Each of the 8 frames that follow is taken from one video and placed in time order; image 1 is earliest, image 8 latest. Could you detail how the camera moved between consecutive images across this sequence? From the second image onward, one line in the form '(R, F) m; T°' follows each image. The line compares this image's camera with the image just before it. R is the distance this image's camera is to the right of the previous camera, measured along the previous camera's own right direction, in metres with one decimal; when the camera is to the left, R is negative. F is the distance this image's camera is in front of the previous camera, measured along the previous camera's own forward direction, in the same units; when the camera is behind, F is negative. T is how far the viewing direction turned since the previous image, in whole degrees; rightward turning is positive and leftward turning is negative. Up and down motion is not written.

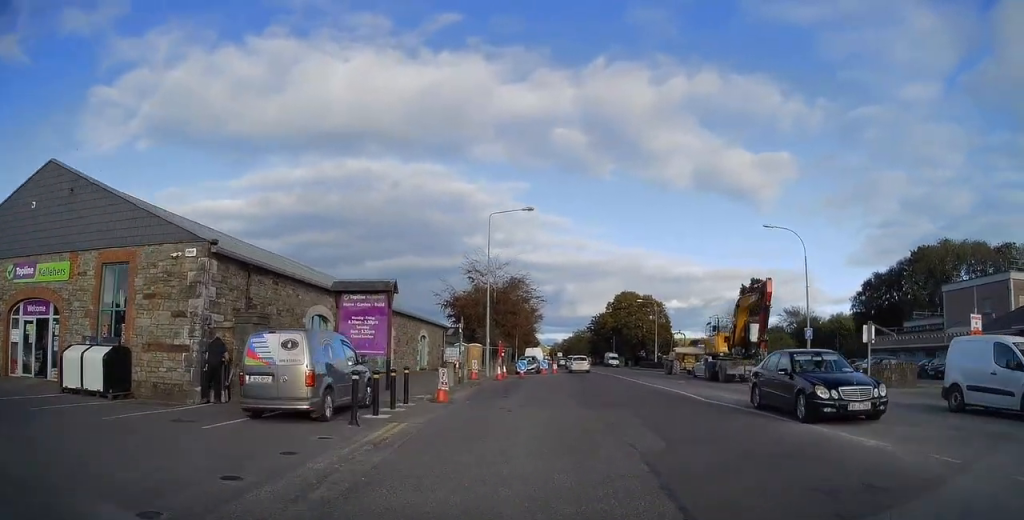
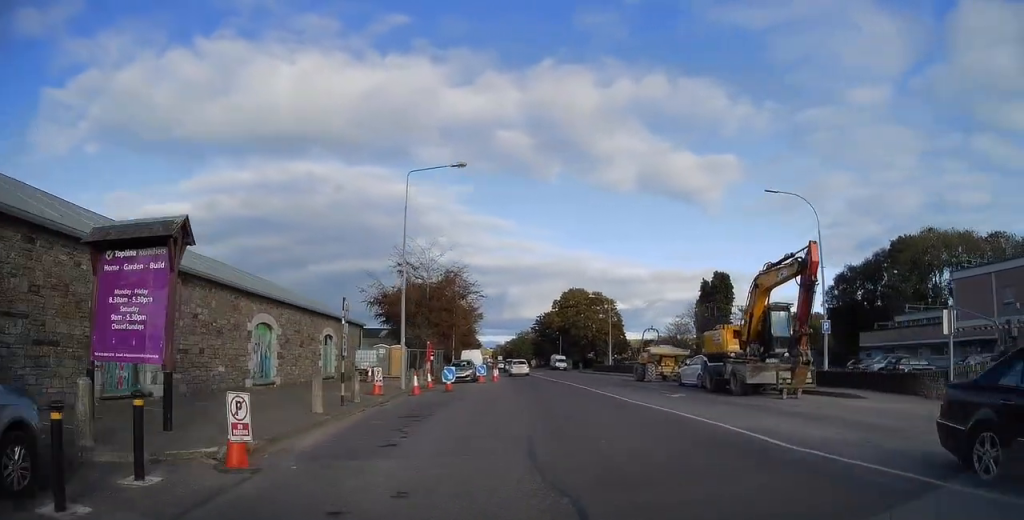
(-0.2, +5.2) m; -2°
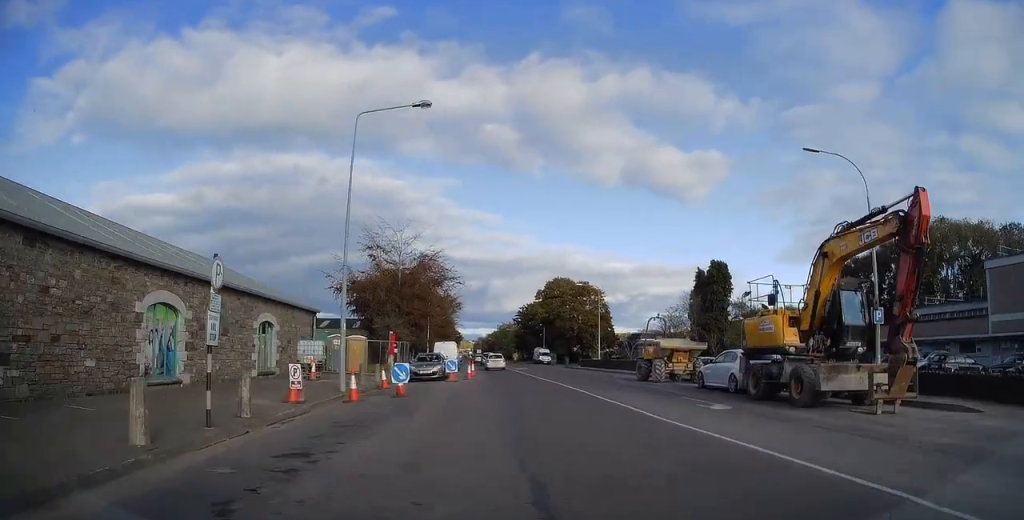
(-0.1, +3.2) m; +2°
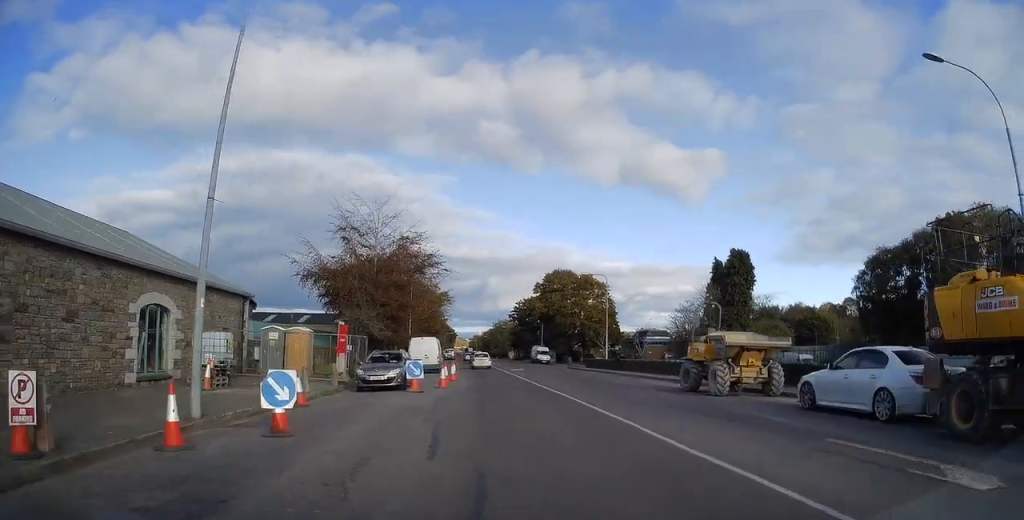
(+0.3, +5.3) m; +7°
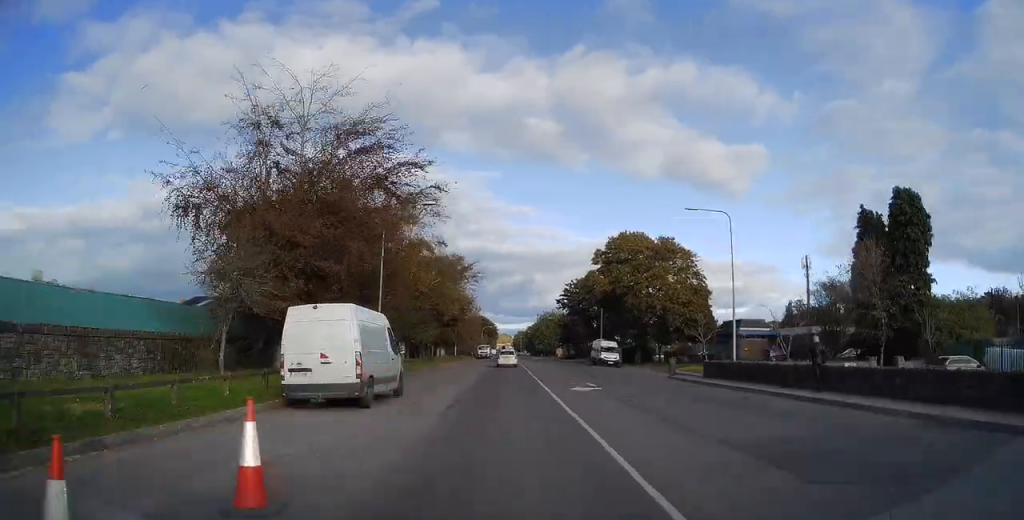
(+1.0, +19.3) m; 0°
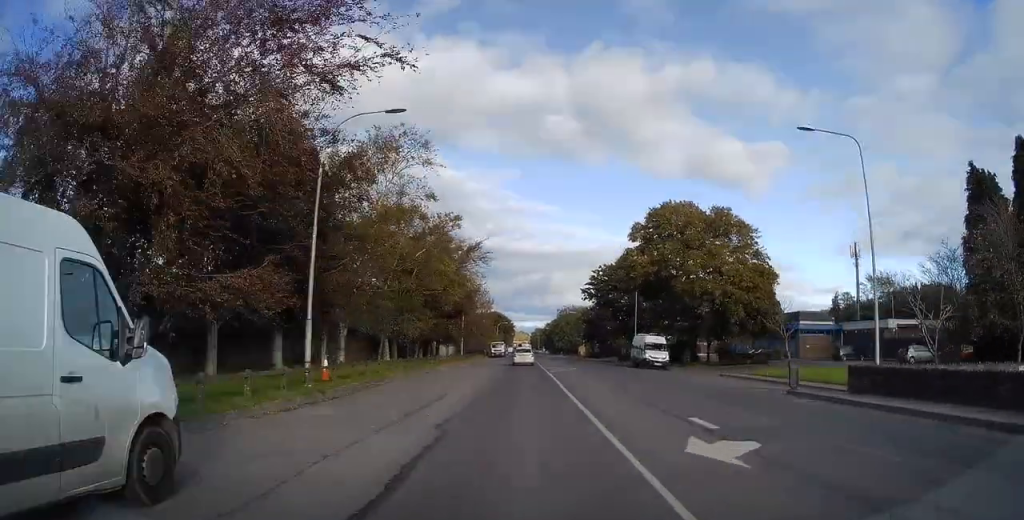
(-0.1, +11.1) m; -1°
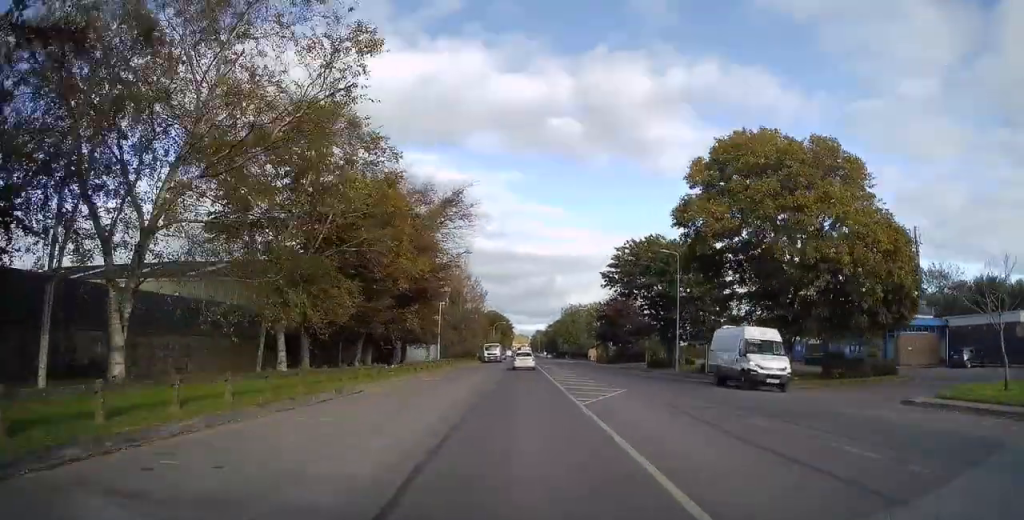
(0.0, +17.4) m; +1°
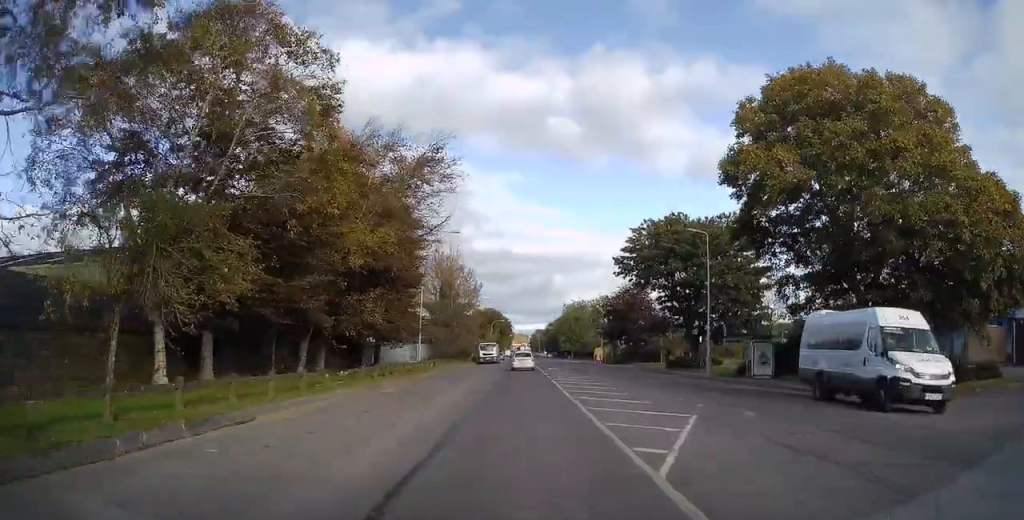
(+0.2, +8.4) m; 0°
